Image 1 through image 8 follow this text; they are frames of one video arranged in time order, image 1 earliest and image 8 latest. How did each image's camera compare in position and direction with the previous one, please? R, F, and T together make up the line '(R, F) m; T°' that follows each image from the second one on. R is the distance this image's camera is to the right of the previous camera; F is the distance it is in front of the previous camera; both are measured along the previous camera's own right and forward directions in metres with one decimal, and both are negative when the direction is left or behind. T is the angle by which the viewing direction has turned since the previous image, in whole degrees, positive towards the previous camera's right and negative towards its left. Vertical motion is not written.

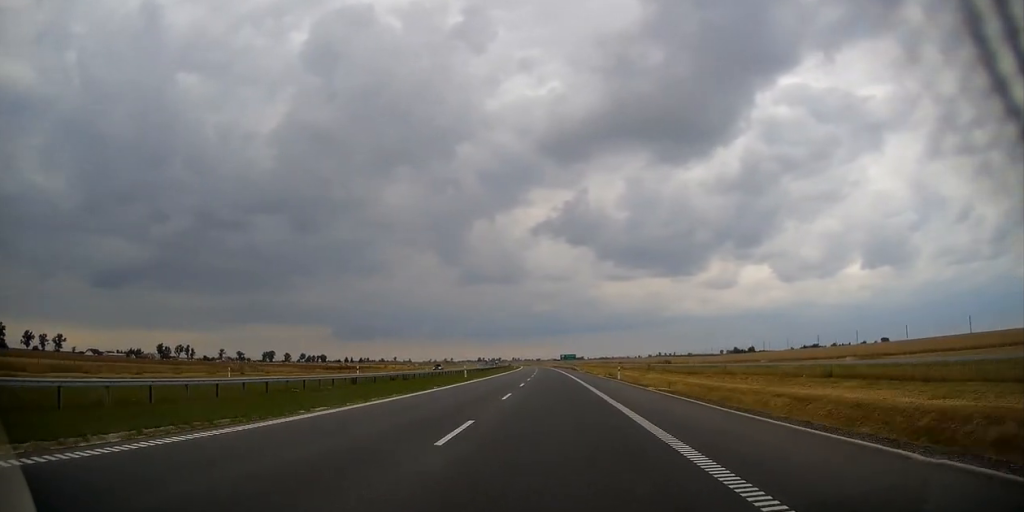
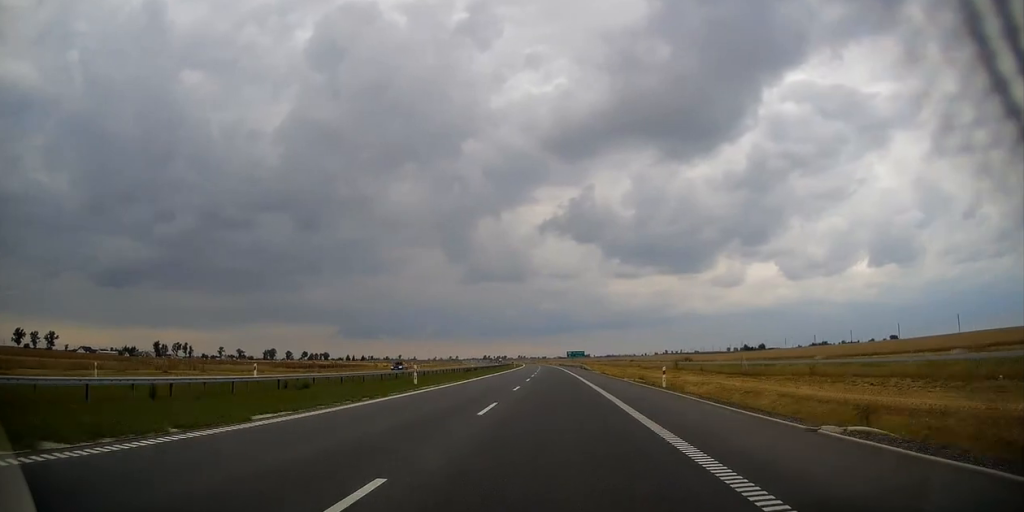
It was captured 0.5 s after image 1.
(-0.1, +18.9) m; 0°
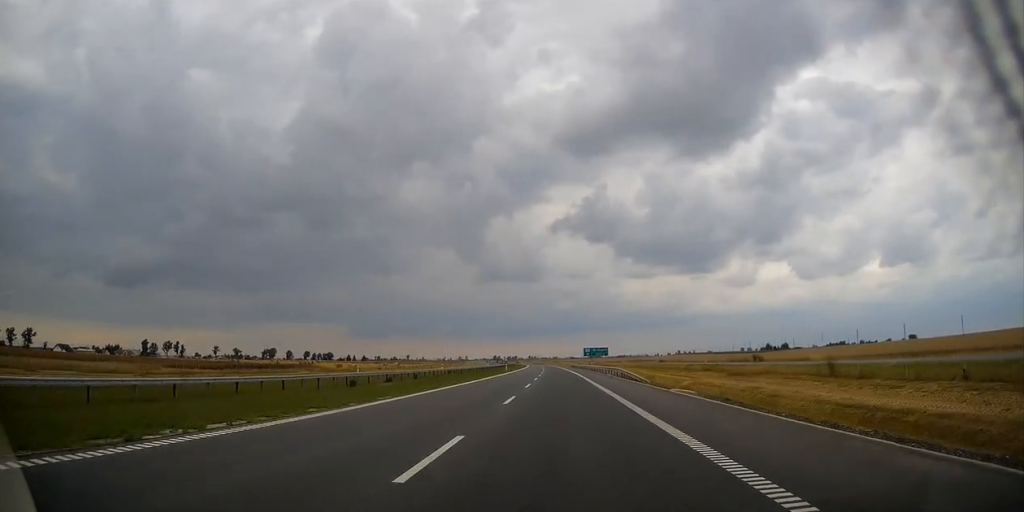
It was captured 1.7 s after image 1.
(-0.4, +44.3) m; -1°
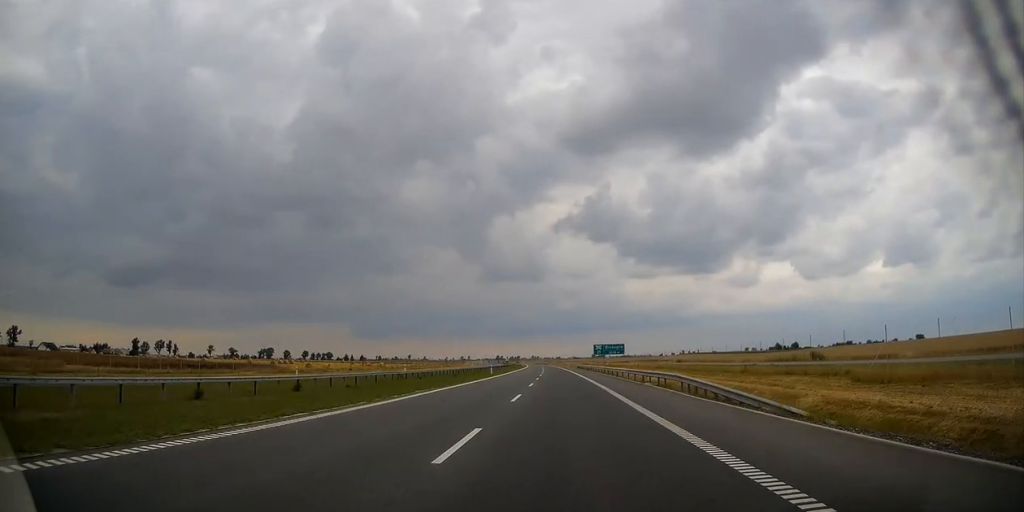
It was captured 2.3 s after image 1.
(-0.1, +22.8) m; 0°
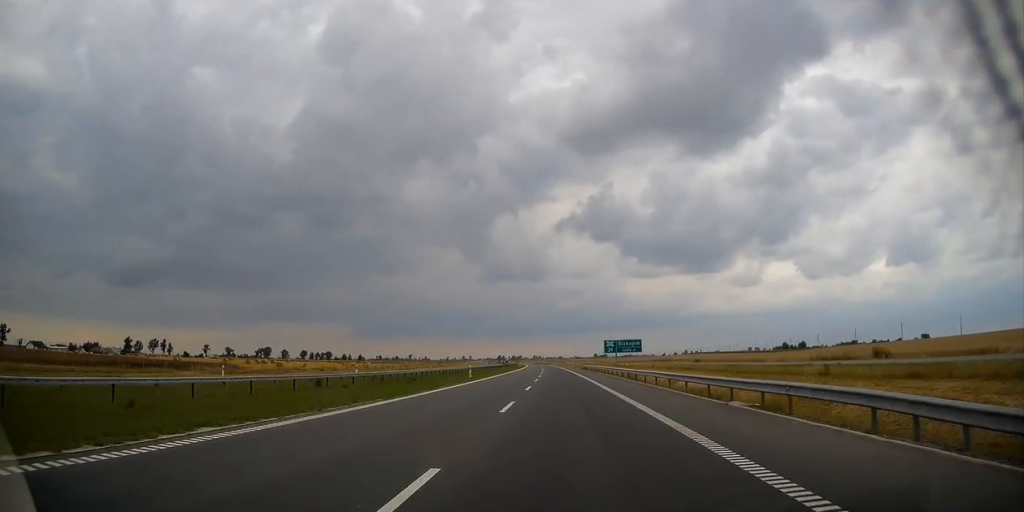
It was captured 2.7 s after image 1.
(0.0, +16.5) m; 0°
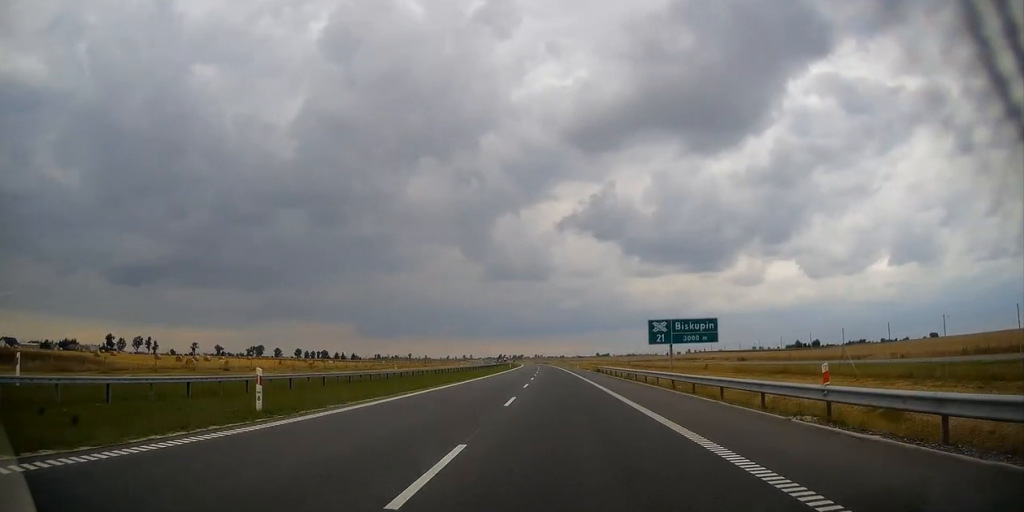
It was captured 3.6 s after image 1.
(0.0, +34.2) m; 0°
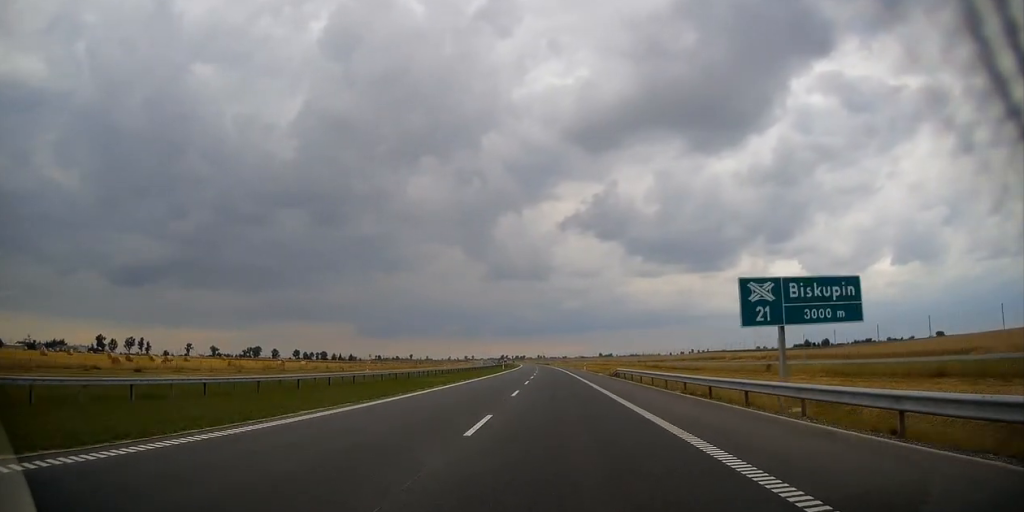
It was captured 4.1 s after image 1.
(0.0, +18.9) m; 0°
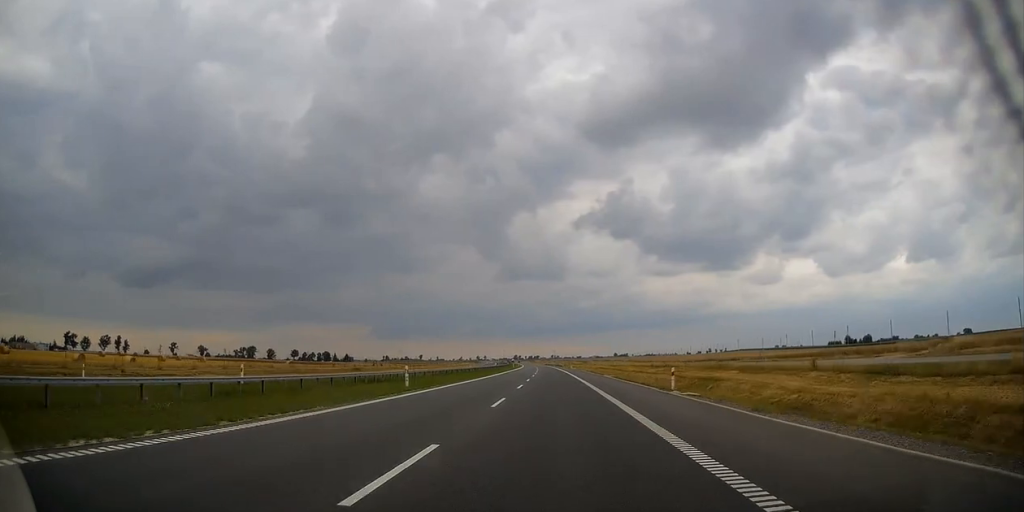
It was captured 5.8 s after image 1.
(-0.6, +65.6) m; -1°
